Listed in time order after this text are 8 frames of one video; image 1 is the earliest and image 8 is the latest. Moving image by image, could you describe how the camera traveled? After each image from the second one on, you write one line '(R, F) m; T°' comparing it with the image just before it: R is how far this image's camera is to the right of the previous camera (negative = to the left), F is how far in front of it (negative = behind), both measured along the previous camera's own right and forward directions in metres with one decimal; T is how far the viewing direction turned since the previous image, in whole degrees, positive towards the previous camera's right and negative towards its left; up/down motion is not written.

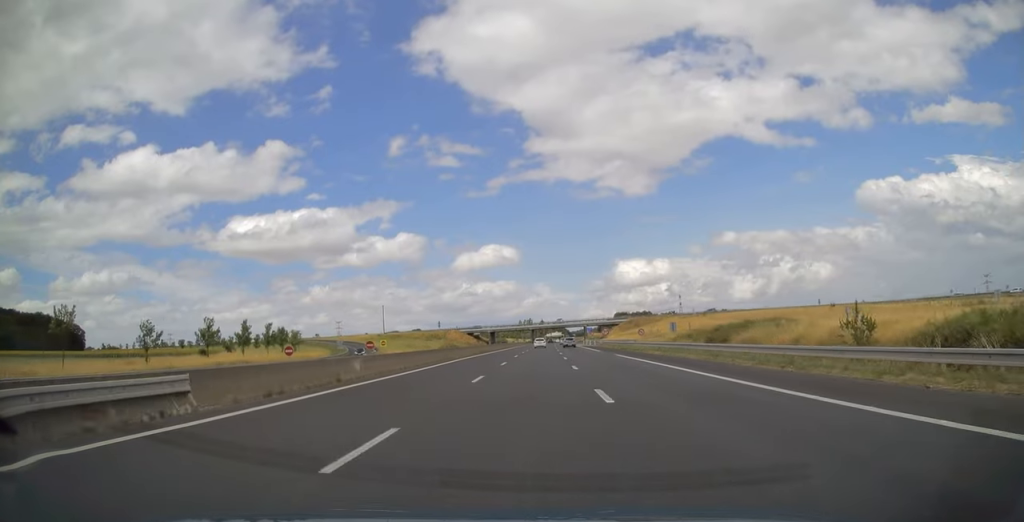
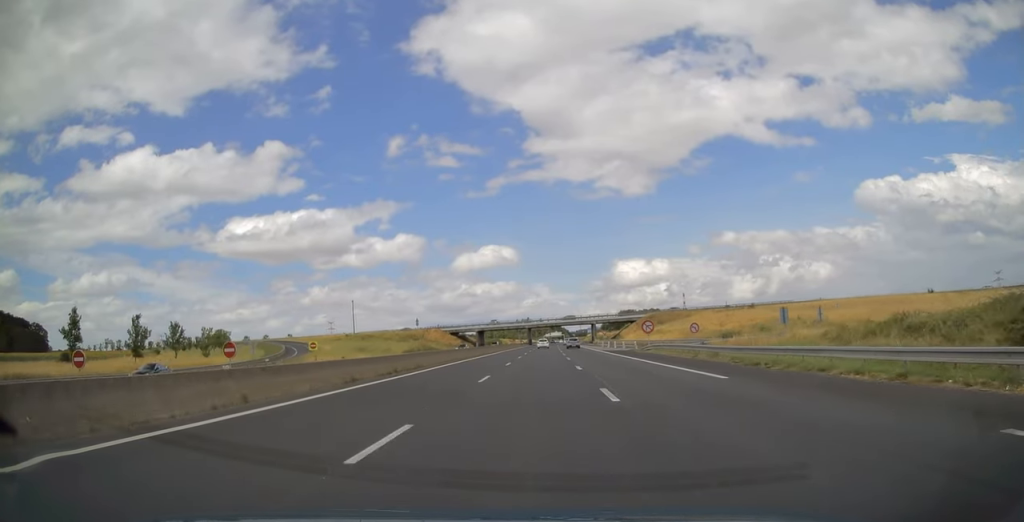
(+0.2, +38.5) m; 0°
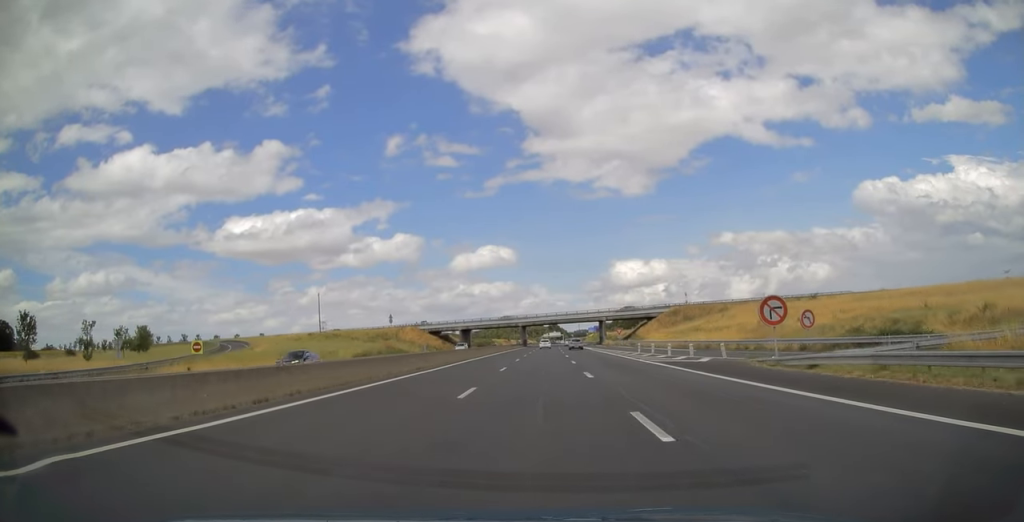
(0.0, +30.9) m; 0°
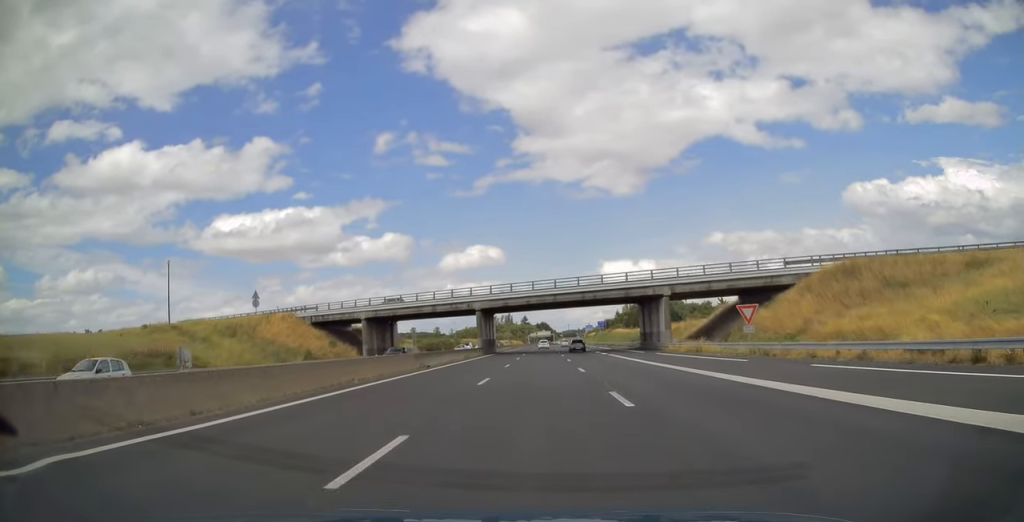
(+0.7, +73.7) m; +1°
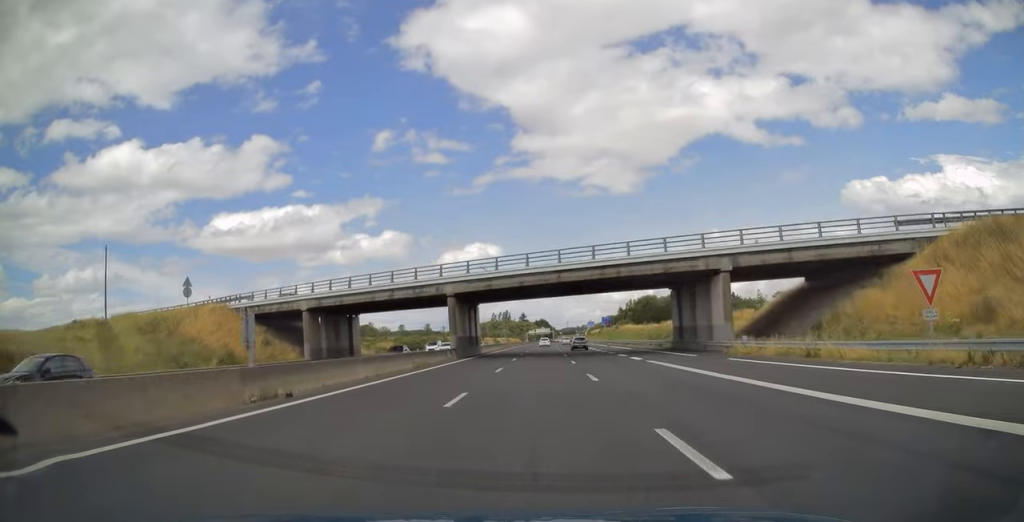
(+0.2, +18.9) m; 0°
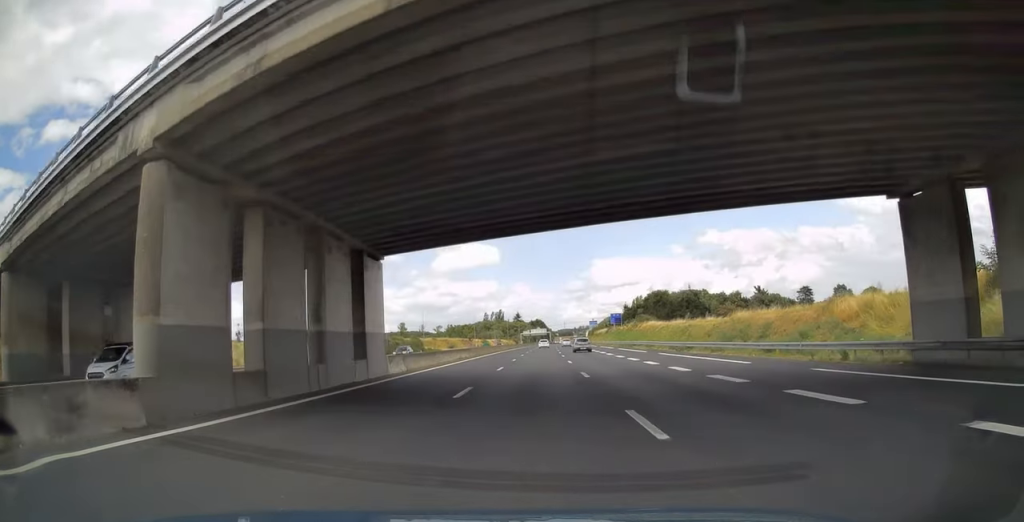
(-0.1, +37.0) m; 0°
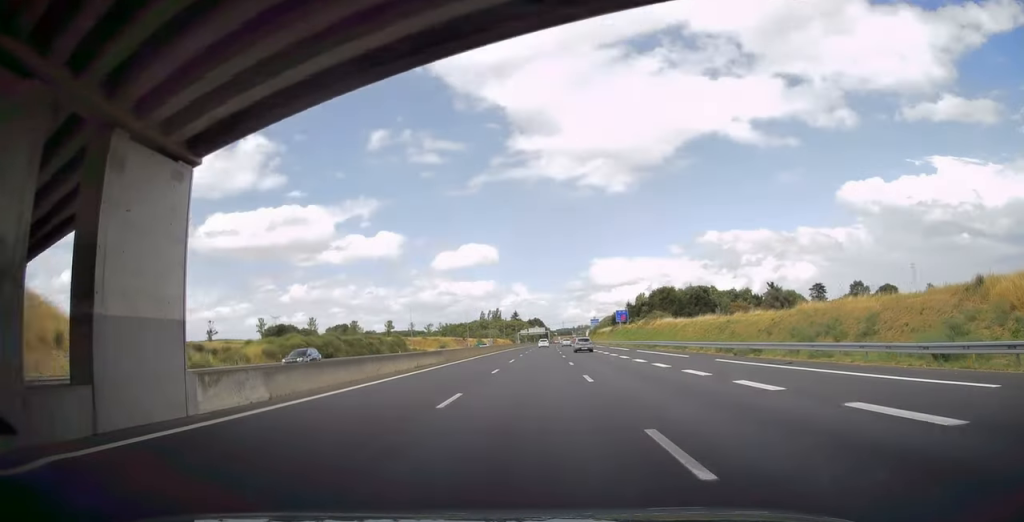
(+0.1, +15.2) m; 0°
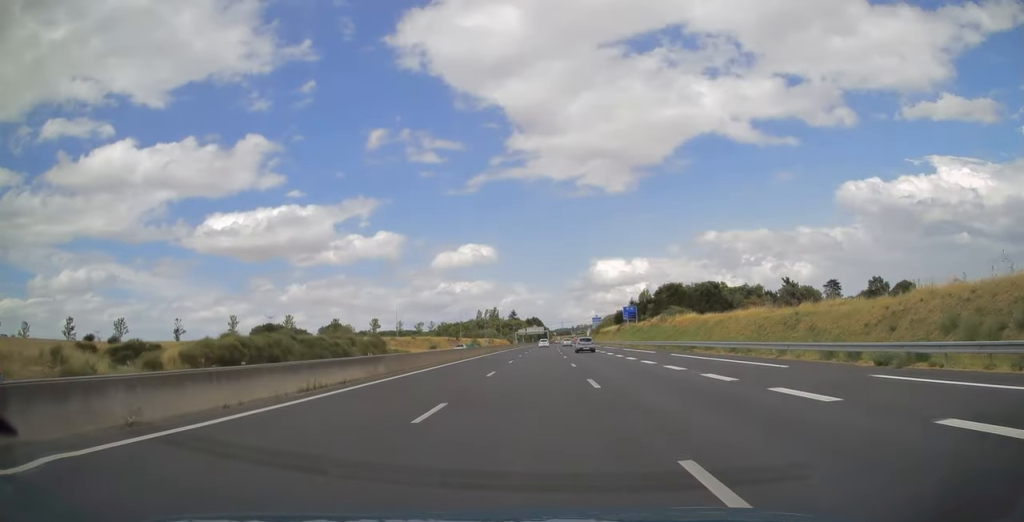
(0.0, +15.2) m; 0°
